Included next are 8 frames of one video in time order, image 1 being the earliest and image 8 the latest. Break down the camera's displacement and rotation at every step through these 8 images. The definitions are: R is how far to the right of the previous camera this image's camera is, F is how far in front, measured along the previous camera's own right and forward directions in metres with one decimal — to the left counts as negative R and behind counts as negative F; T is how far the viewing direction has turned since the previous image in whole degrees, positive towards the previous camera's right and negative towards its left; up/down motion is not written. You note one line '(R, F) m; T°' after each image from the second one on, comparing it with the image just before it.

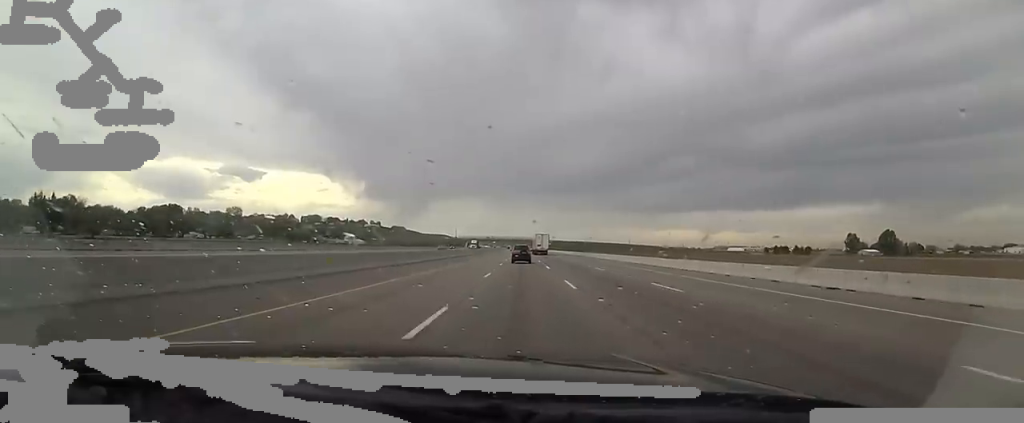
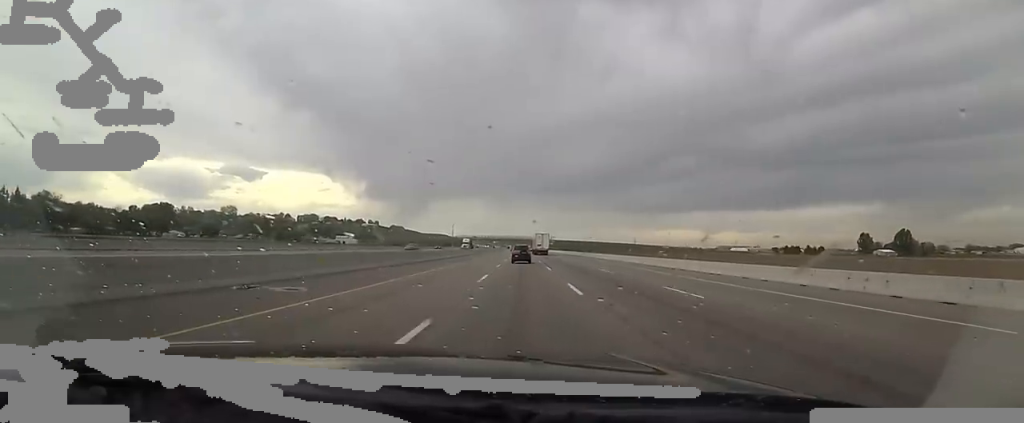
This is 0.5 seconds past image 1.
(0.0, +17.5) m; 0°
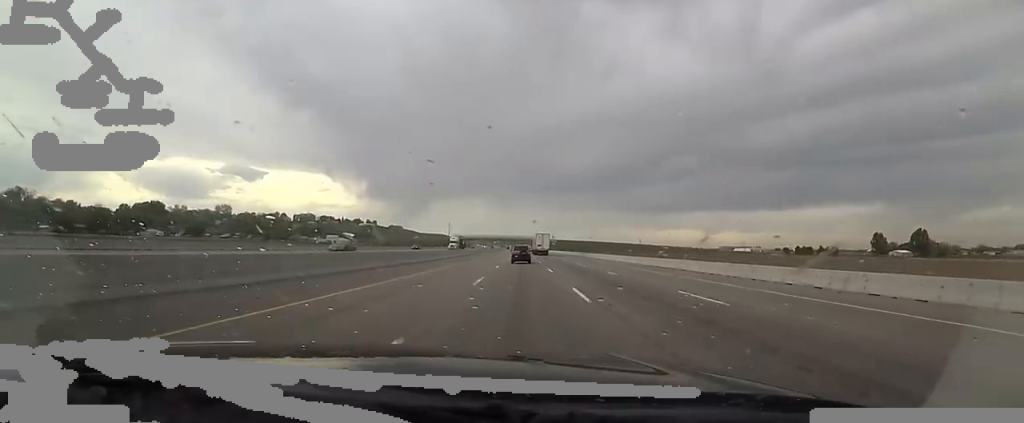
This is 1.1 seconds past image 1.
(+0.7, +17.5) m; 0°
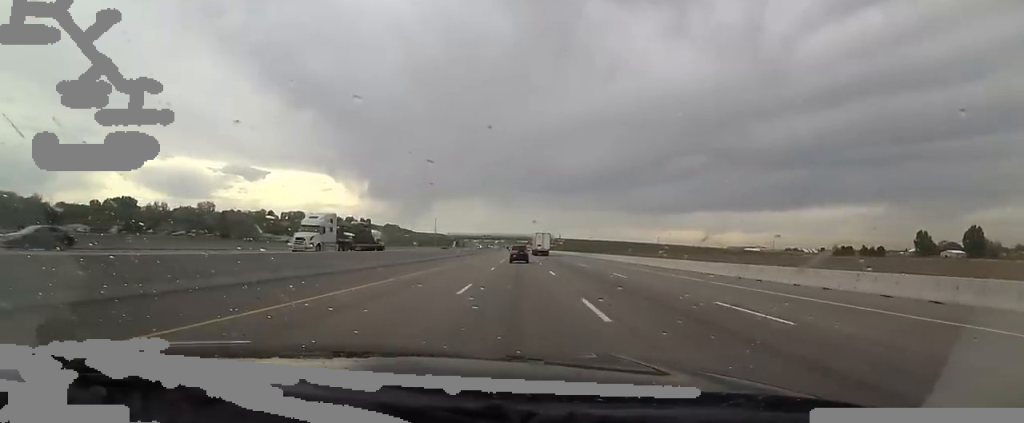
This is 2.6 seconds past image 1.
(-0.5, +49.5) m; 0°
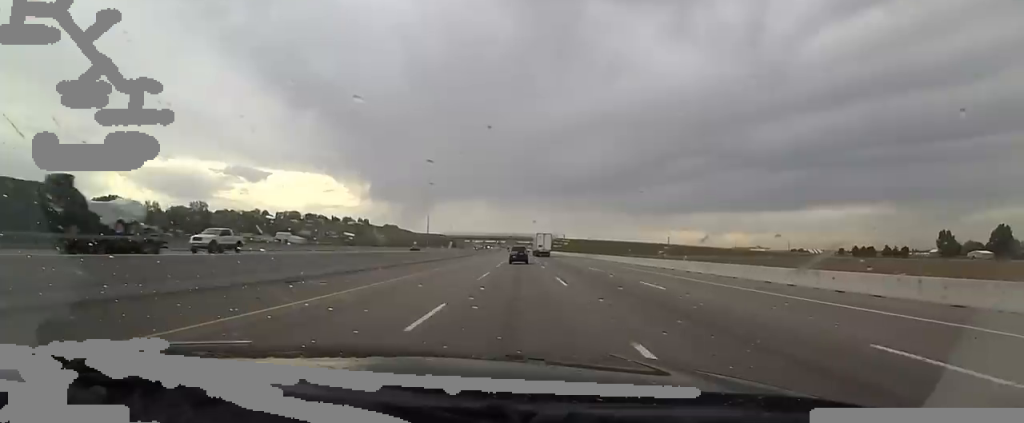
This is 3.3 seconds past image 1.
(+1.0, +21.3) m; 0°
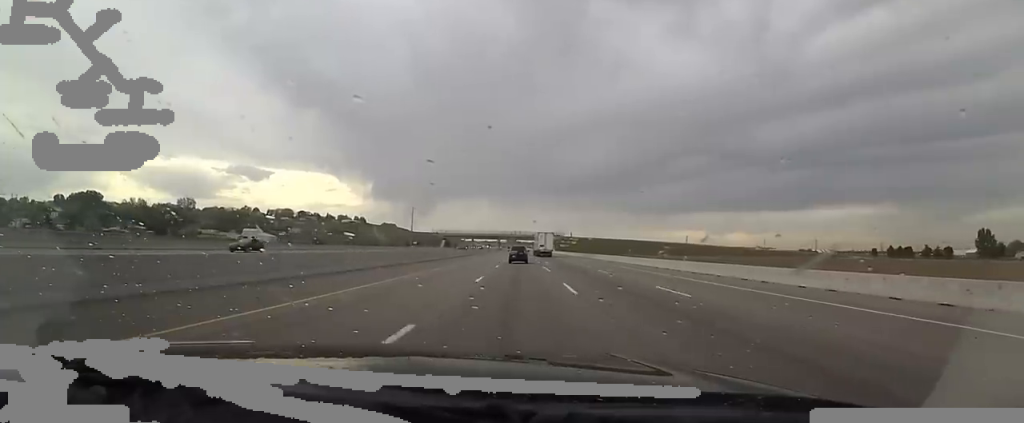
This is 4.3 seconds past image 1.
(-1.5, +32.7) m; -3°
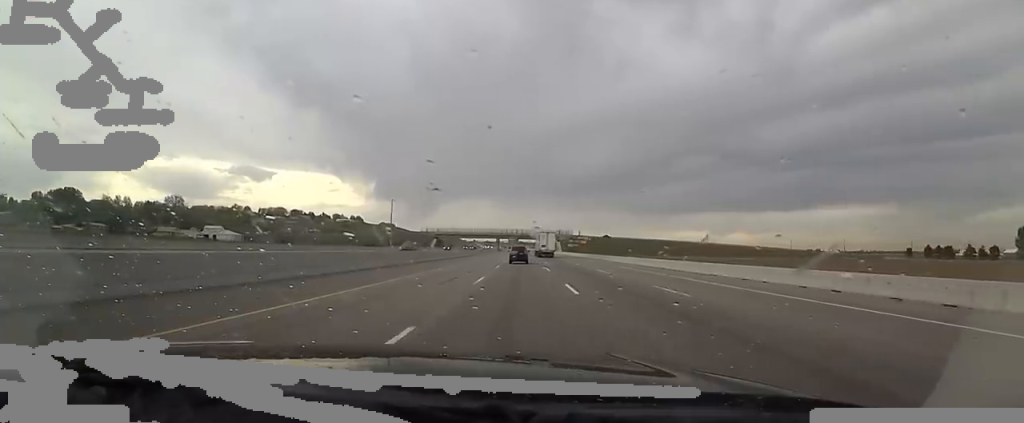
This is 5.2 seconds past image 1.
(-0.1, +29.4) m; +3°
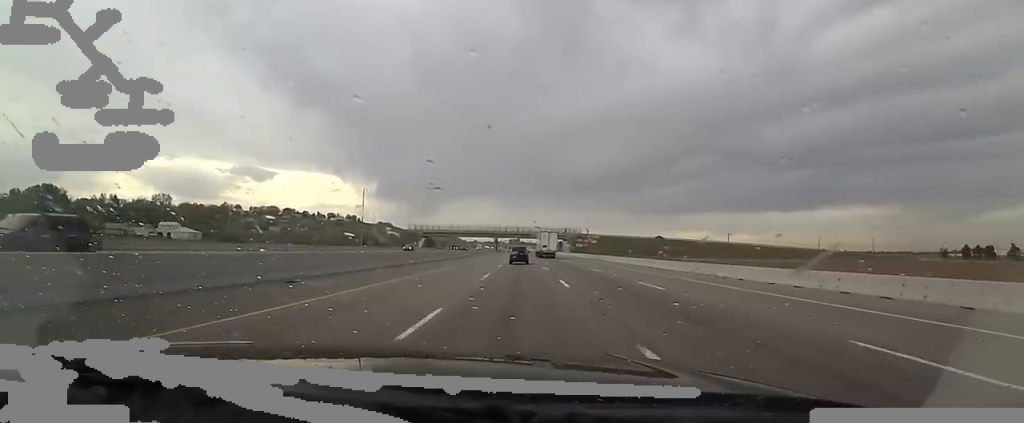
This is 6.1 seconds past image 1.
(+1.5, +26.1) m; 0°
